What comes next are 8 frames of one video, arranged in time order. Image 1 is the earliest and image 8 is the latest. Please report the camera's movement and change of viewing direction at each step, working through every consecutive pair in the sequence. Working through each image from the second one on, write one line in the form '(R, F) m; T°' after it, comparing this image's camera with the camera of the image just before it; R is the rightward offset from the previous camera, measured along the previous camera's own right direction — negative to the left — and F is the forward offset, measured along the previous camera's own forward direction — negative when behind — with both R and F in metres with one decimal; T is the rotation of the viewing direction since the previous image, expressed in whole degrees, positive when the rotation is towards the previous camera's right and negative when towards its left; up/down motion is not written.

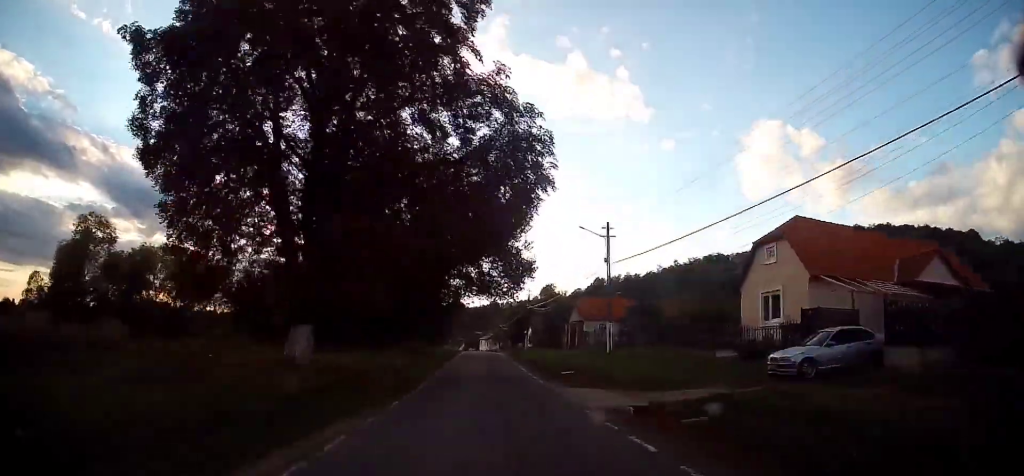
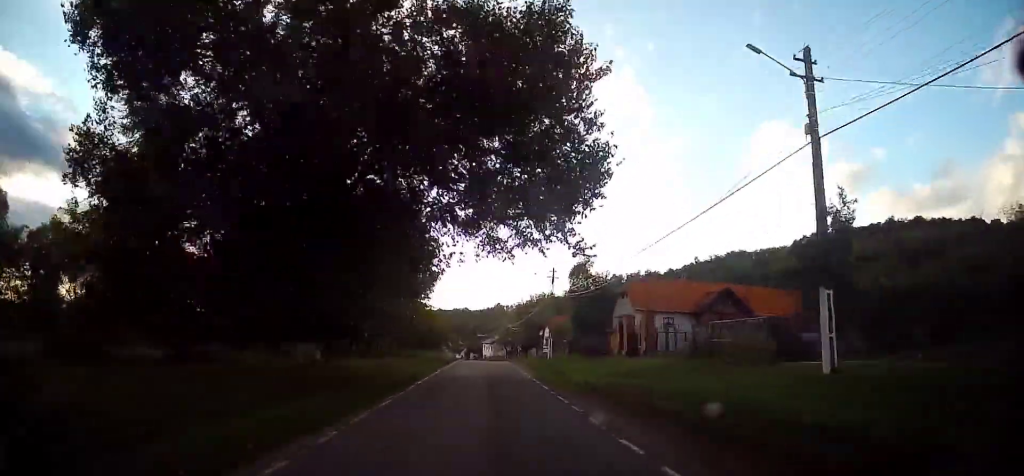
(+0.1, +22.8) m; 0°
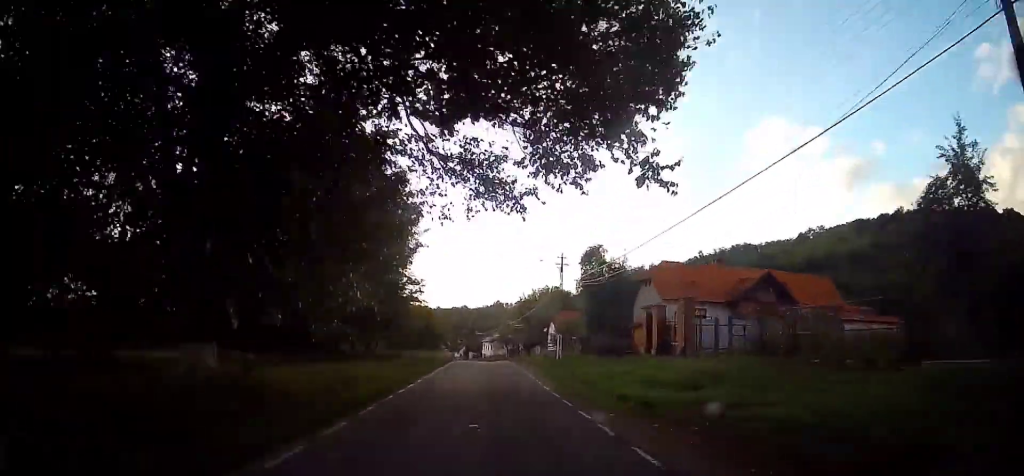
(+0.1, +6.6) m; 0°
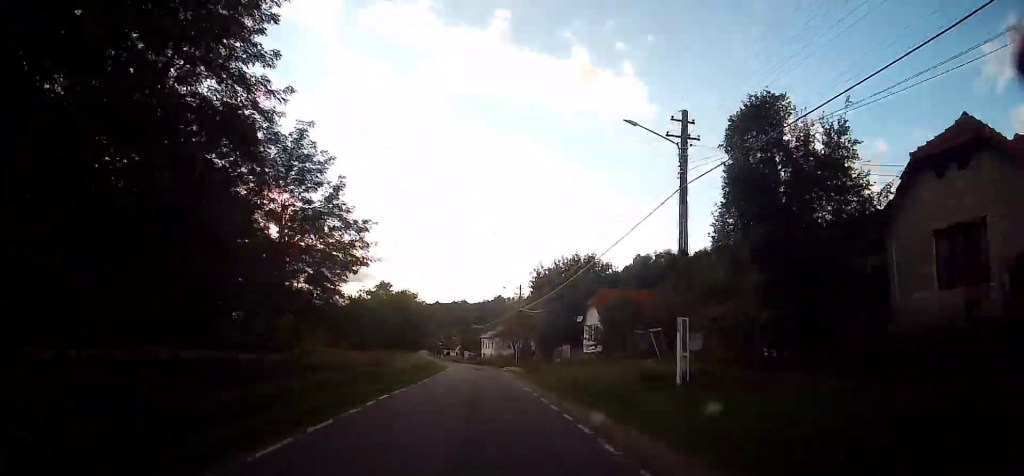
(0.0, +26.6) m; 0°
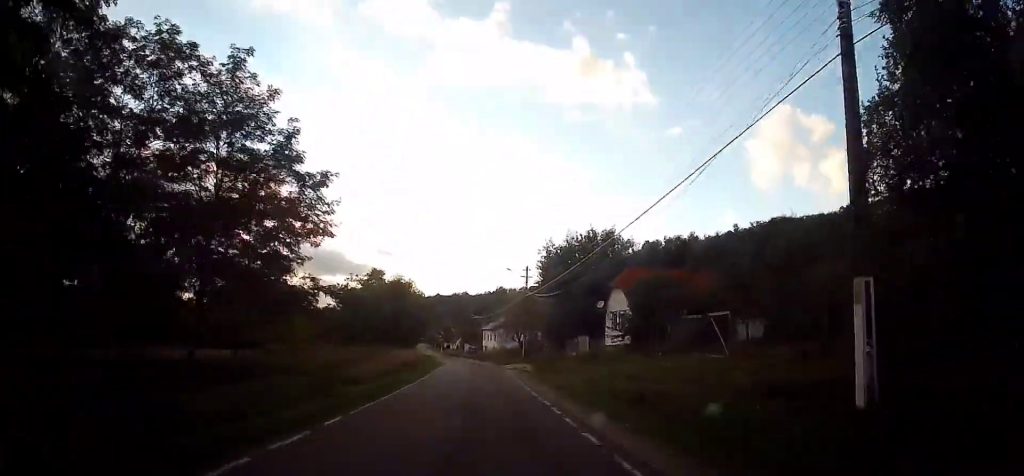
(0.0, +8.0) m; -1°
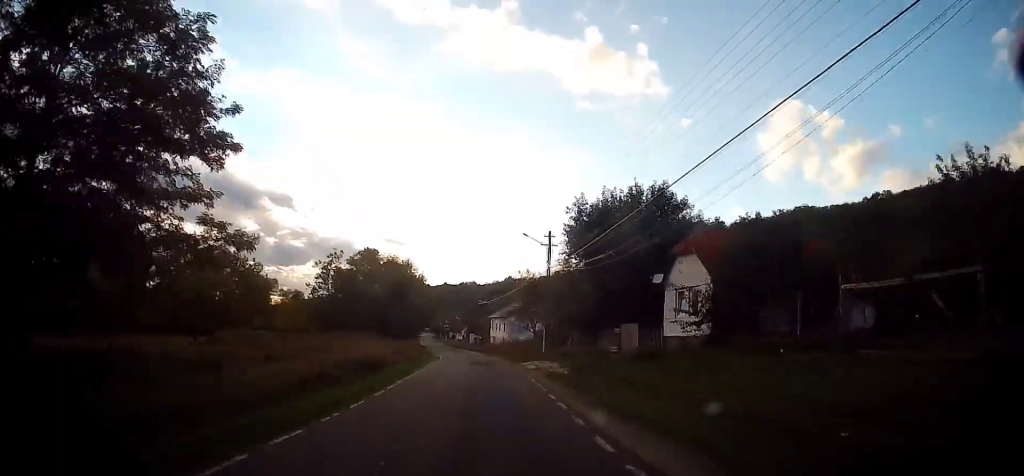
(-0.3, +11.3) m; -1°
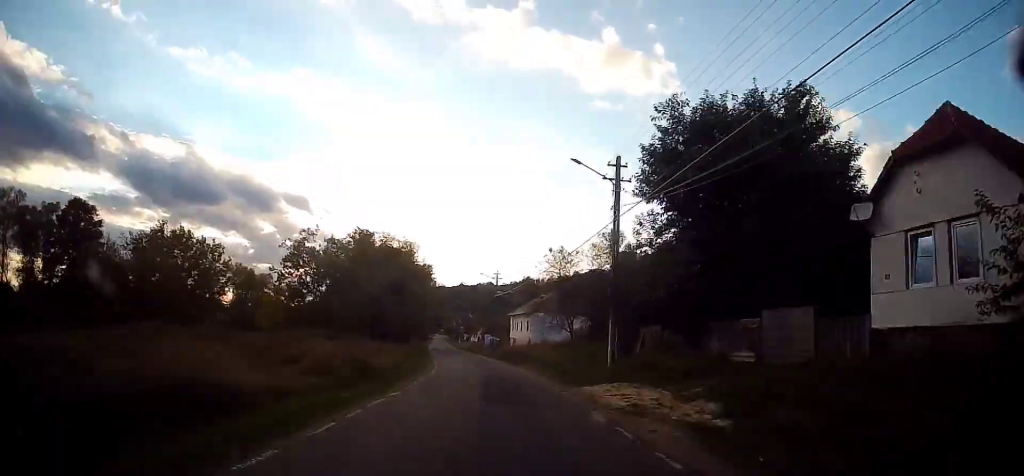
(0.0, +14.5) m; 0°
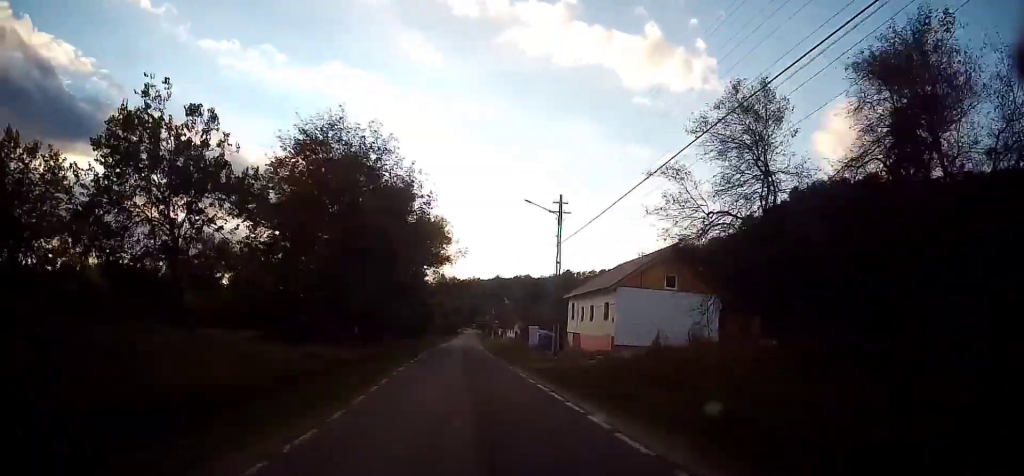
(-0.7, +27.2) m; -3°
